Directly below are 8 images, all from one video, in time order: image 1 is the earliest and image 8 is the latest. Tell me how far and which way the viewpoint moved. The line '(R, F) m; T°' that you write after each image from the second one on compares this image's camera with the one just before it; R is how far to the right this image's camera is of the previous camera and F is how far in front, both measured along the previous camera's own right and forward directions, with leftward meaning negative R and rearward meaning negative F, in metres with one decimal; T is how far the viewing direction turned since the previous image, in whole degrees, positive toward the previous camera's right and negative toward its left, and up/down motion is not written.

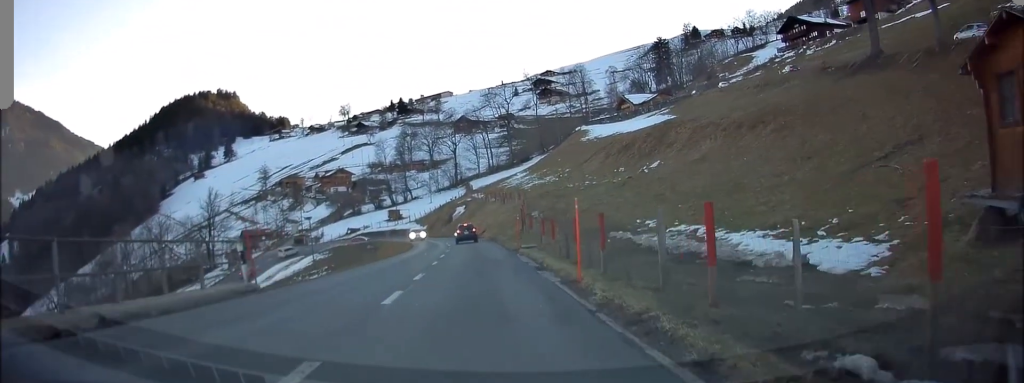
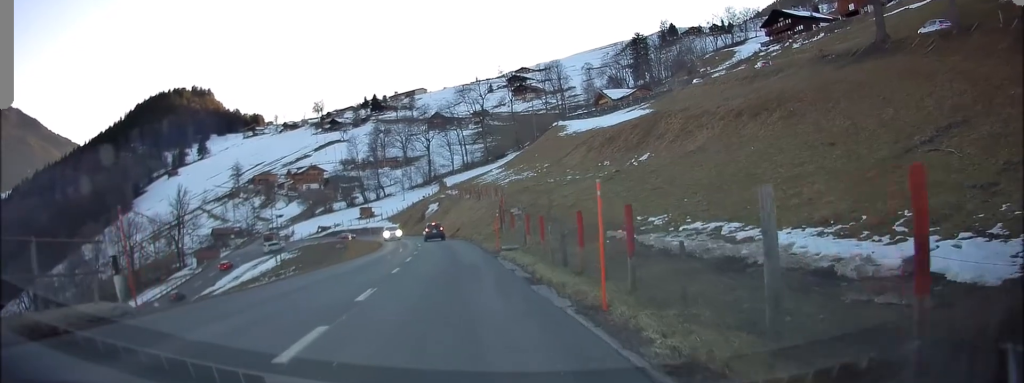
(+0.4, +4.8) m; +6°
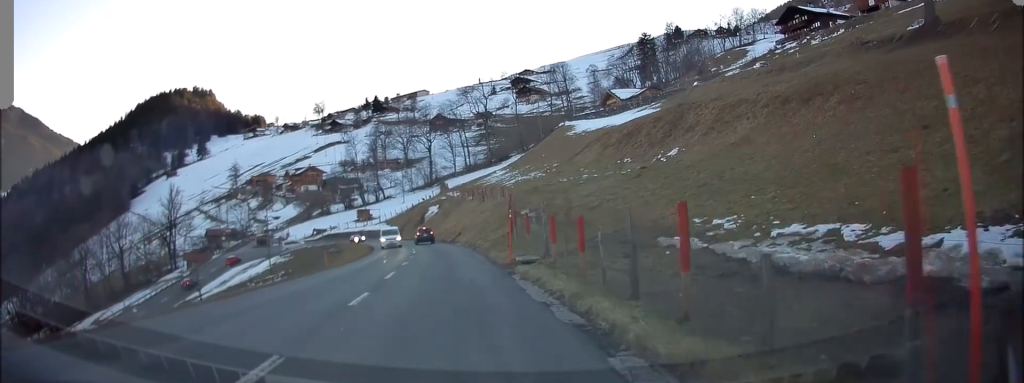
(+0.4, +6.6) m; +4°
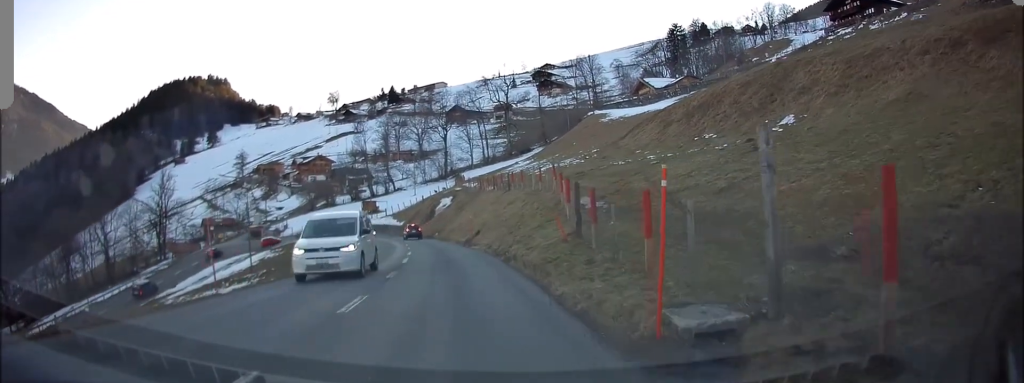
(+0.2, +15.5) m; 0°
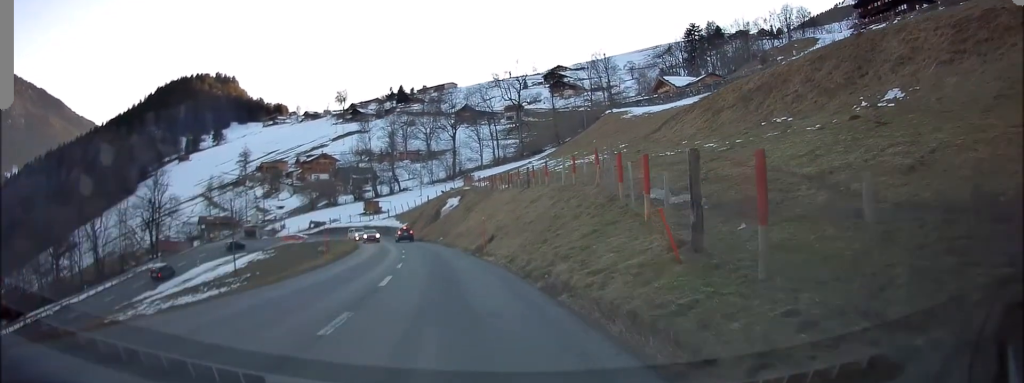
(0.0, +8.1) m; -1°
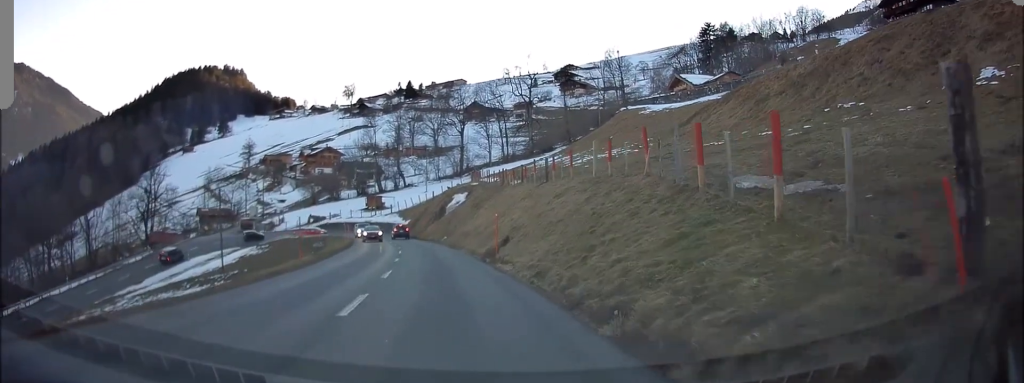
(0.0, +5.5) m; -1°
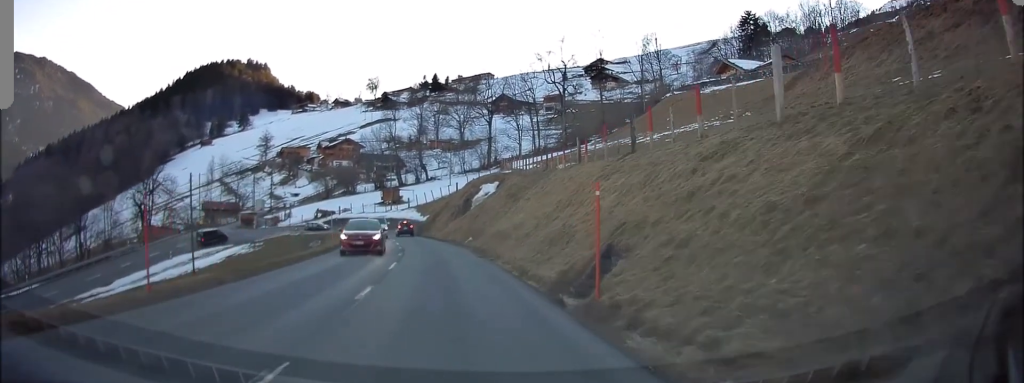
(-0.6, +12.8) m; -4°
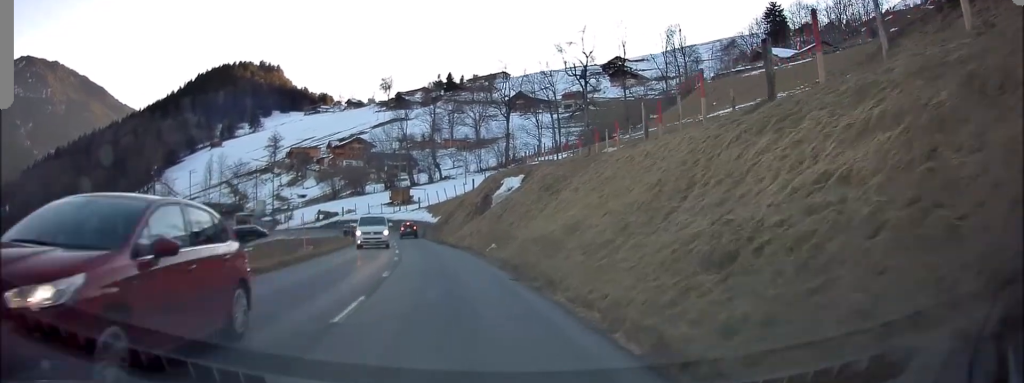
(-0.1, +9.1) m; -1°
